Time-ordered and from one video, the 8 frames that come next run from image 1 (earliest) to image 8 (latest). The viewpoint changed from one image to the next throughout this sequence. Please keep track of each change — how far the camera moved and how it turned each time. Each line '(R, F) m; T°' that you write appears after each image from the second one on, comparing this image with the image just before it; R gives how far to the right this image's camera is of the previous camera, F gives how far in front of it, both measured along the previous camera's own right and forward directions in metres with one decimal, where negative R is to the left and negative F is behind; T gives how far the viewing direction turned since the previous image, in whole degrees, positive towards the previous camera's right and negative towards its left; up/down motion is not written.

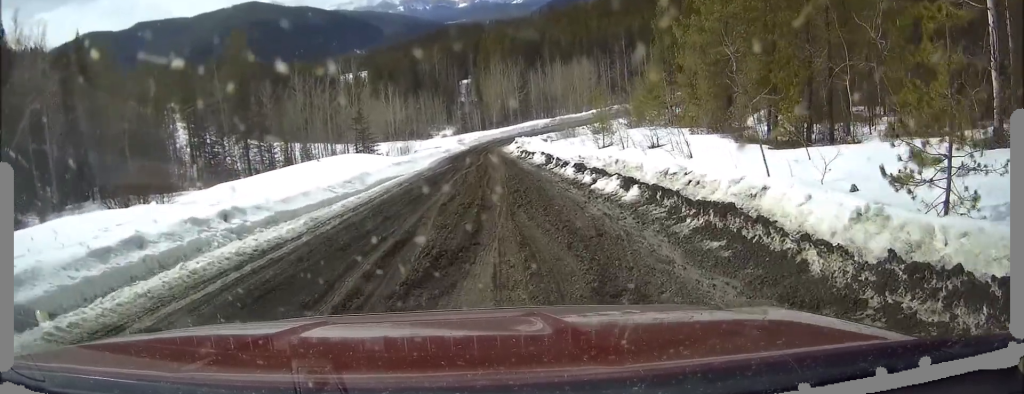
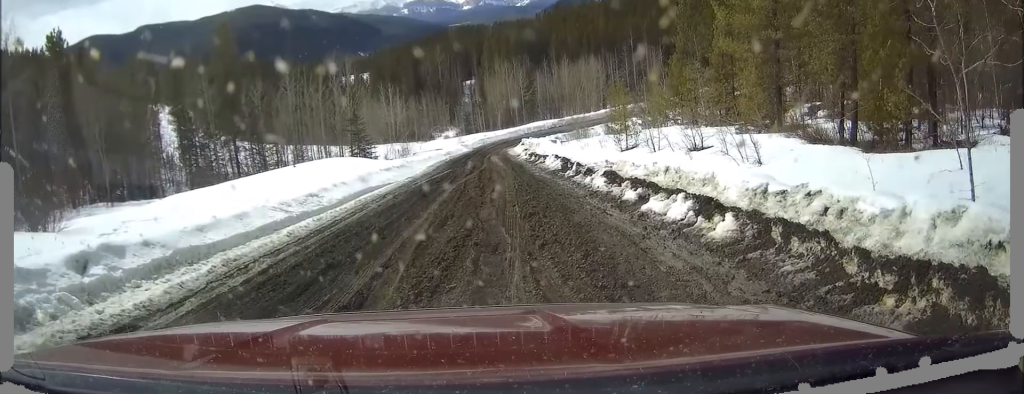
(-0.2, +4.8) m; -2°
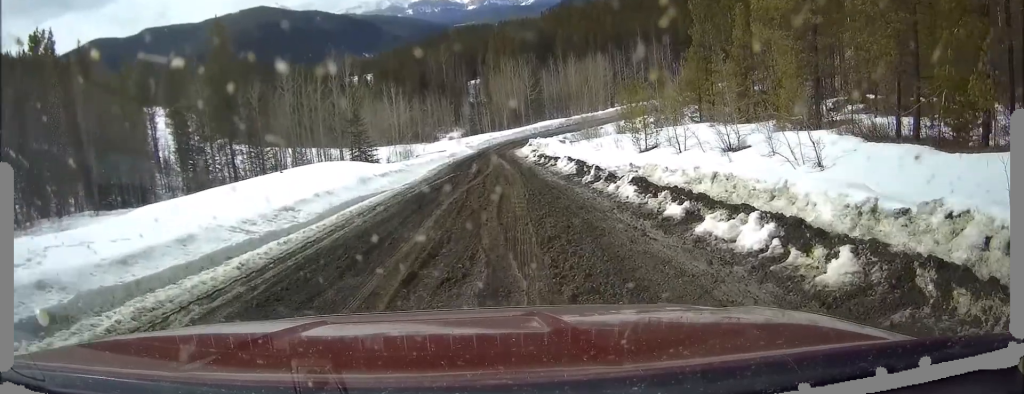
(0.0, +2.8) m; 0°
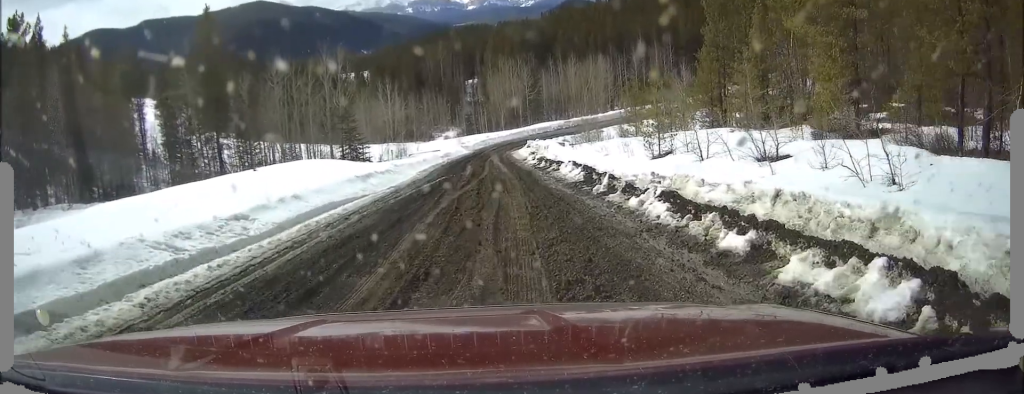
(0.0, +2.6) m; -1°
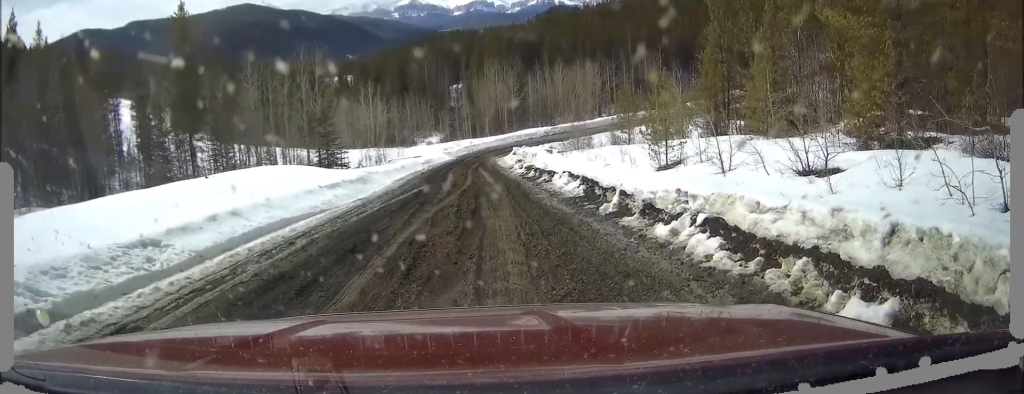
(0.0, +2.8) m; -1°
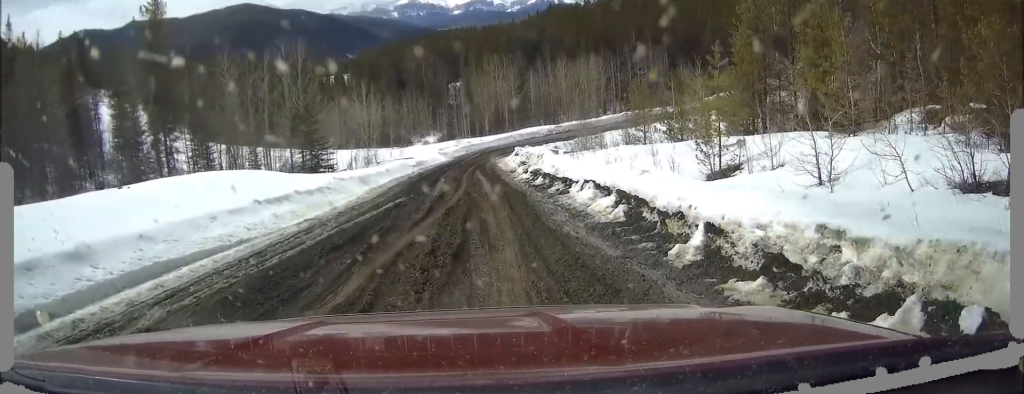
(0.0, +4.9) m; 0°
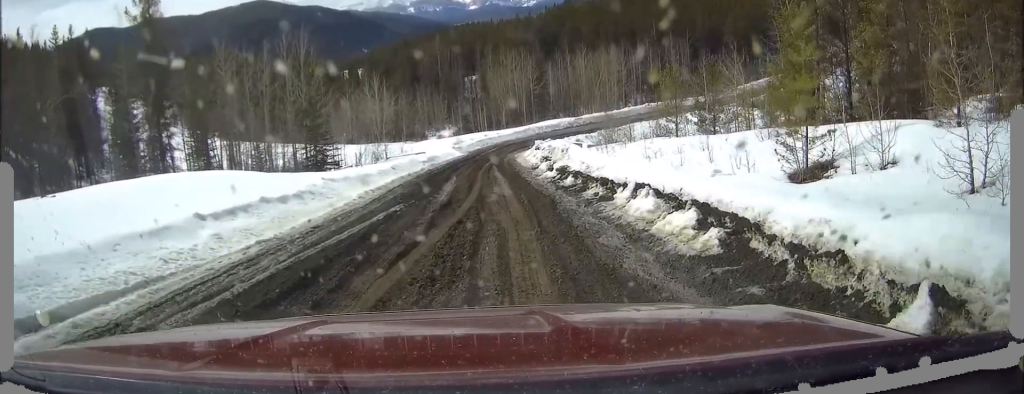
(0.0, +3.6) m; -2°
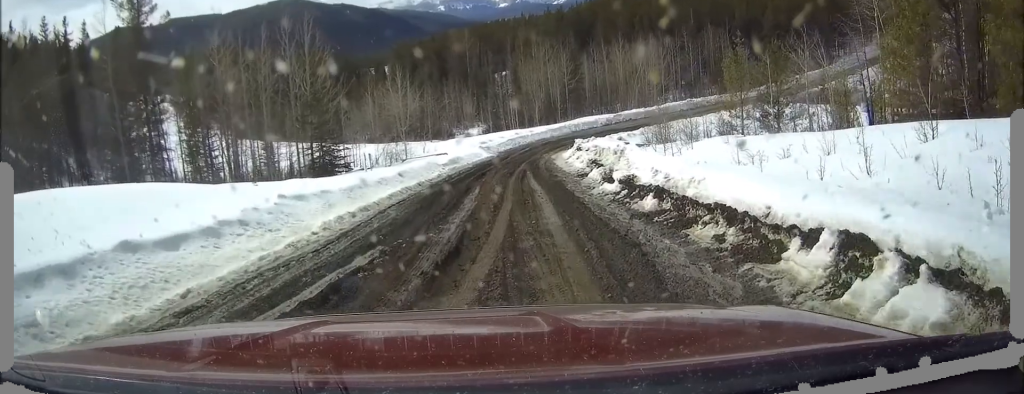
(-0.2, +6.4) m; -5°
